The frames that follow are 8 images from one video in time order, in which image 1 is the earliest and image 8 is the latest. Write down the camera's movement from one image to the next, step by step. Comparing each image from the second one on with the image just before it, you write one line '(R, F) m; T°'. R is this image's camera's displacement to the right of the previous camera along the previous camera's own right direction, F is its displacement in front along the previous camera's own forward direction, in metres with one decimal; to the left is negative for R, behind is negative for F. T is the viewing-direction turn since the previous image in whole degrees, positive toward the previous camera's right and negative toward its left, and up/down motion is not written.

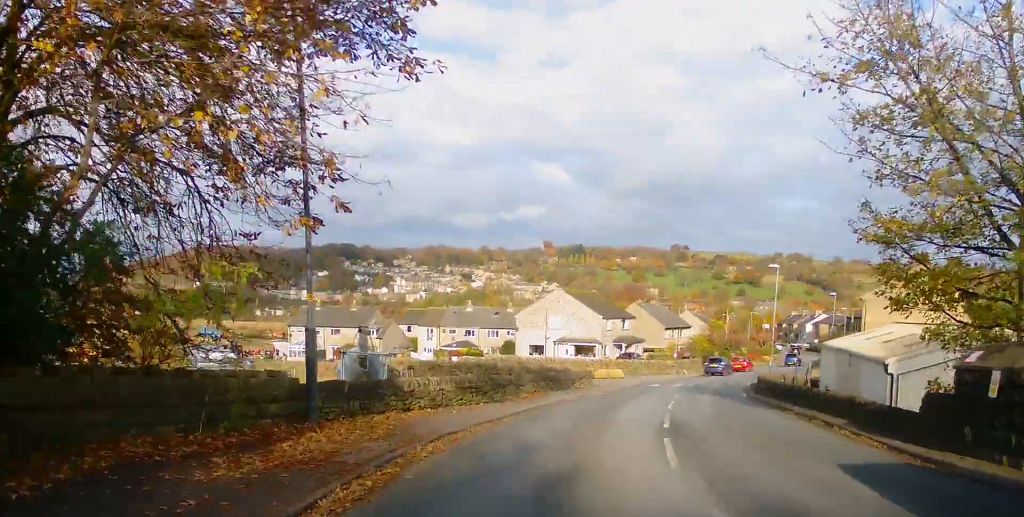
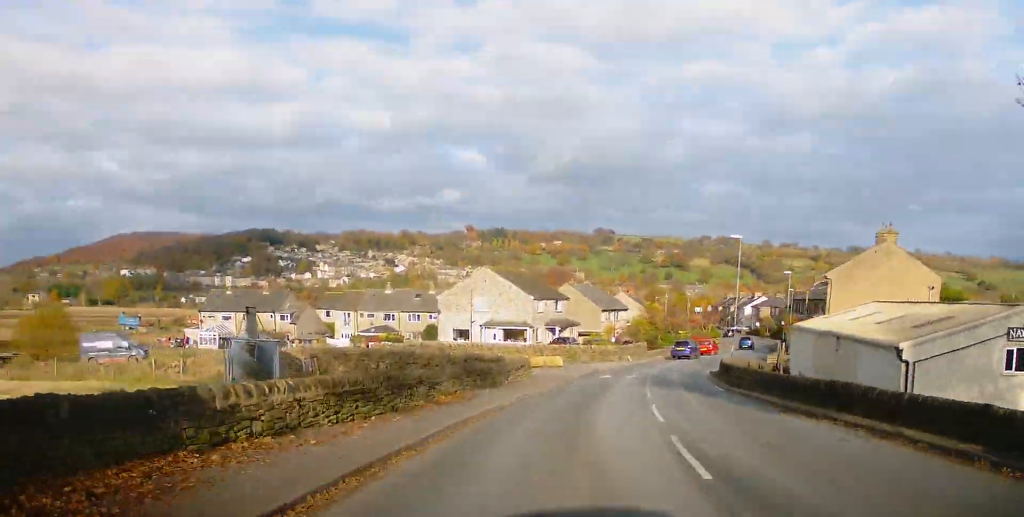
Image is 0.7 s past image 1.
(0.0, +7.3) m; +2°
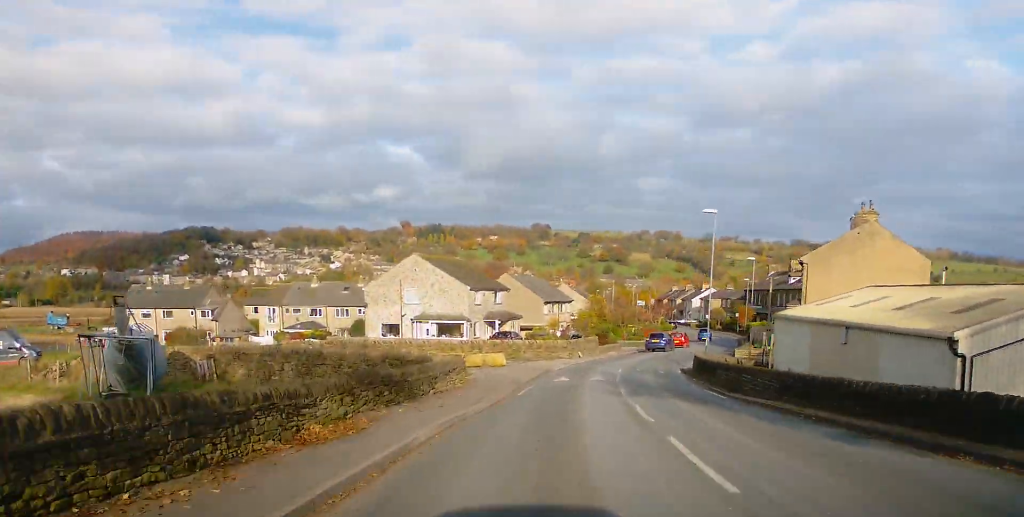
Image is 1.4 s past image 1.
(+0.2, +7.2) m; +4°
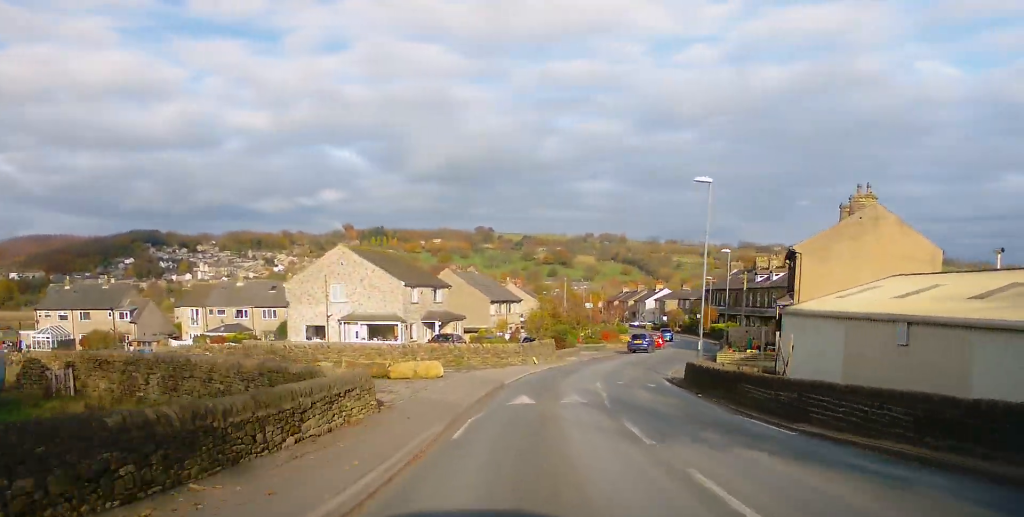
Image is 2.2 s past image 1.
(+0.4, +8.2) m; +5°
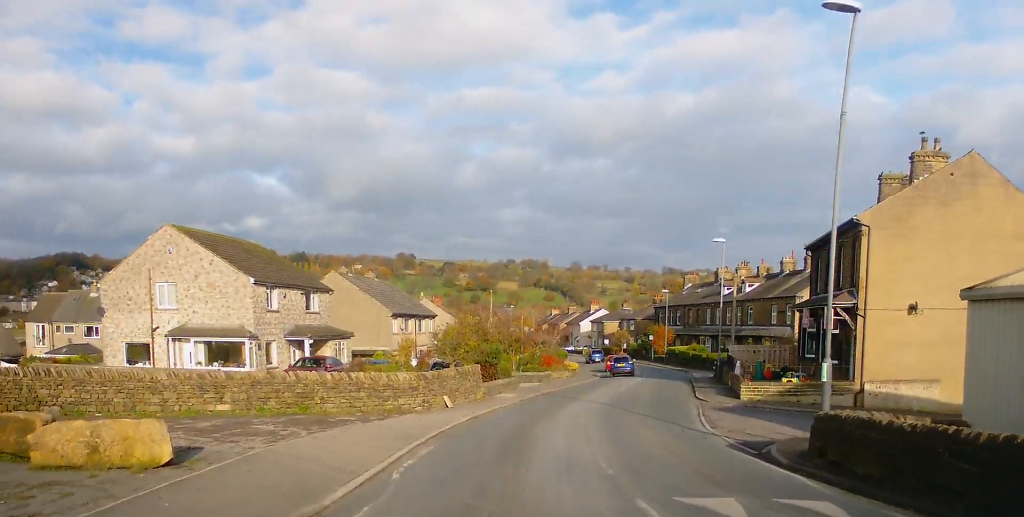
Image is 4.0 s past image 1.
(+1.1, +18.5) m; +6°
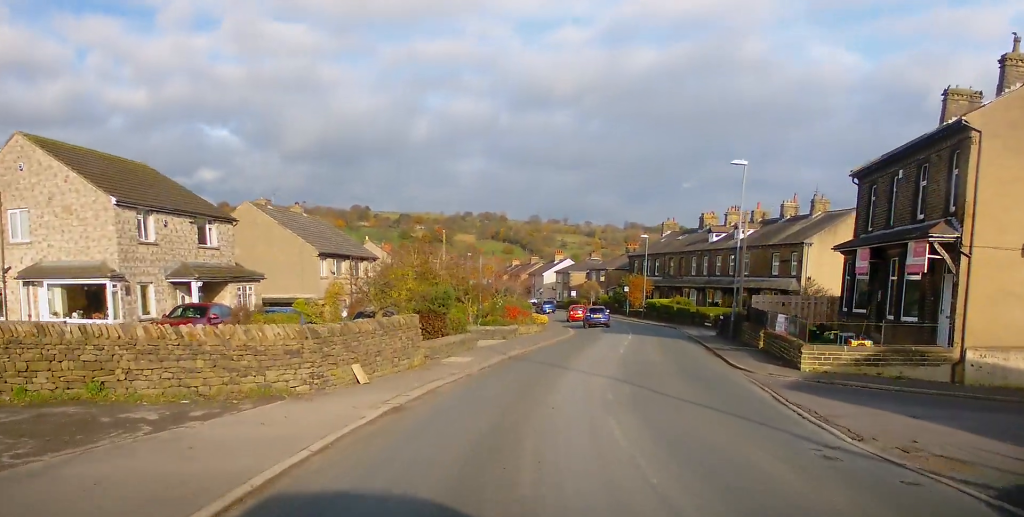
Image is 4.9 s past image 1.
(+0.3, +10.1) m; +5°
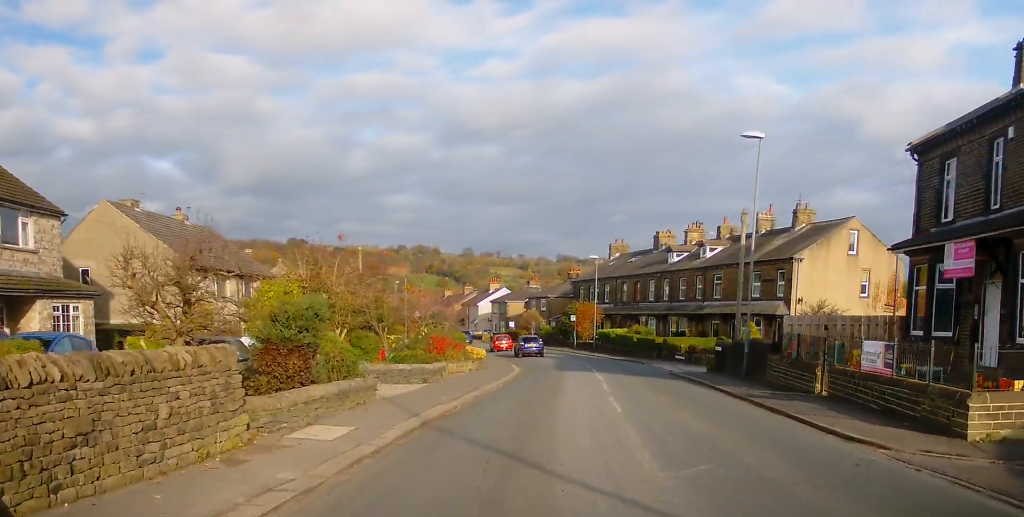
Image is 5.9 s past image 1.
(+0.5, +10.7) m; +4°
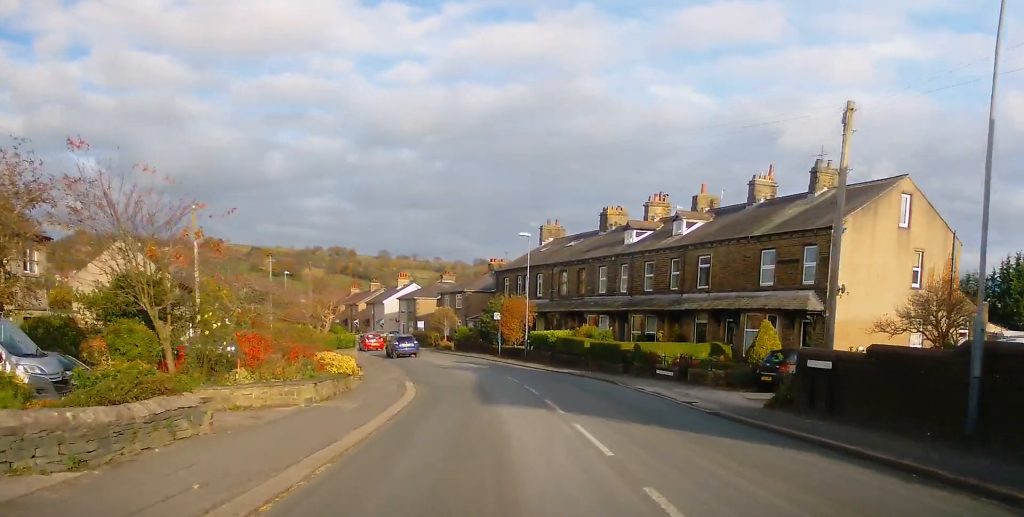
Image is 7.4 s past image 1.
(+0.6, +16.9) m; +4°
